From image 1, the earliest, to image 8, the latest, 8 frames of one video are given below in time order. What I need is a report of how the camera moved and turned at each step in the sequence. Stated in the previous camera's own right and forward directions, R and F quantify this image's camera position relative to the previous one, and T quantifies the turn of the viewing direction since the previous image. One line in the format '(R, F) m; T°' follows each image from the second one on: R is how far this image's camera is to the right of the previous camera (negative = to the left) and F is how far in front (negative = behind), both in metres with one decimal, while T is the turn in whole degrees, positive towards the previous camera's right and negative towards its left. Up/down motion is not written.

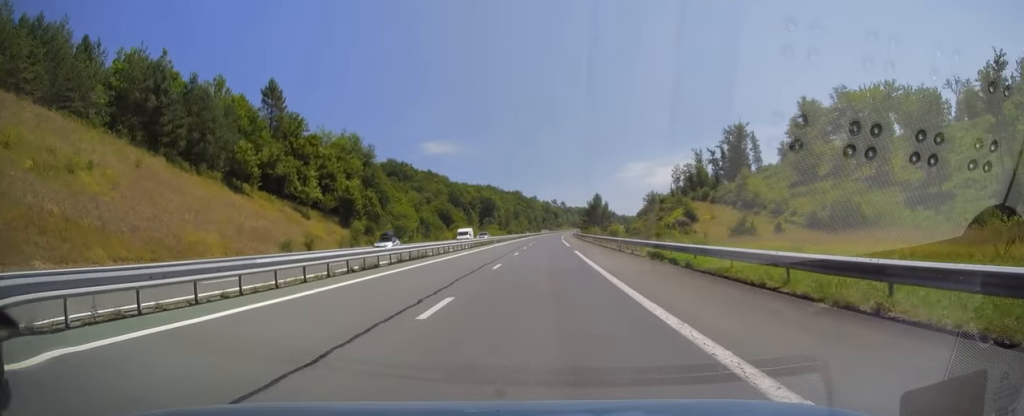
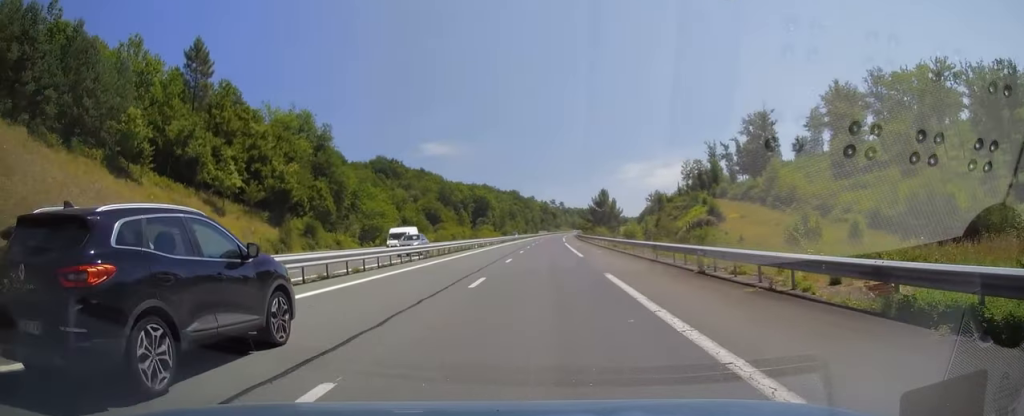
(-0.1, +20.1) m; +1°
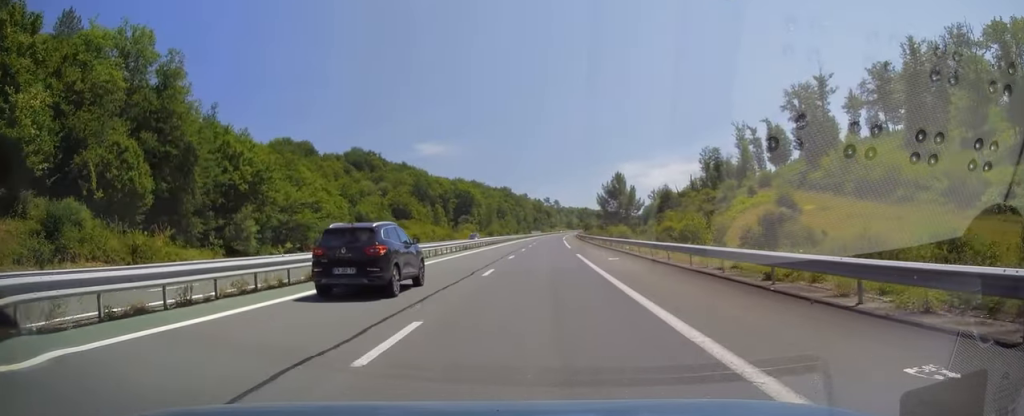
(+0.6, +34.8) m; +1°
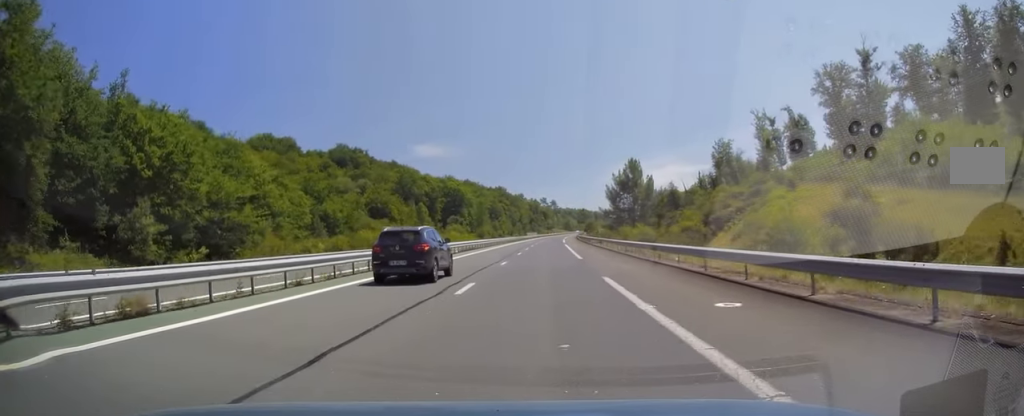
(0.0, +18.1) m; -1°
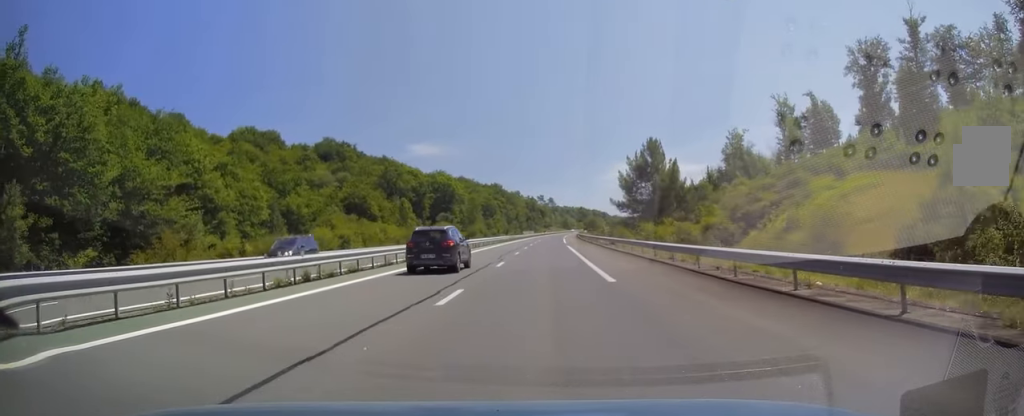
(-0.1, +15.2) m; 0°
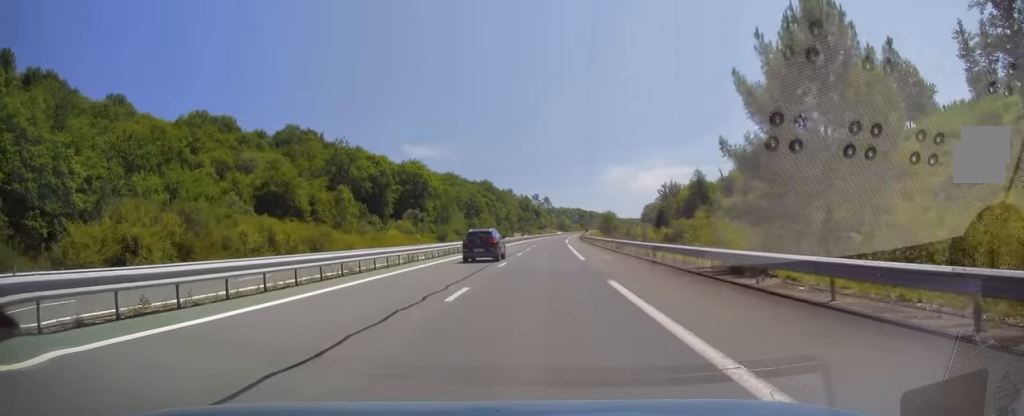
(+0.4, +37.8) m; +1°
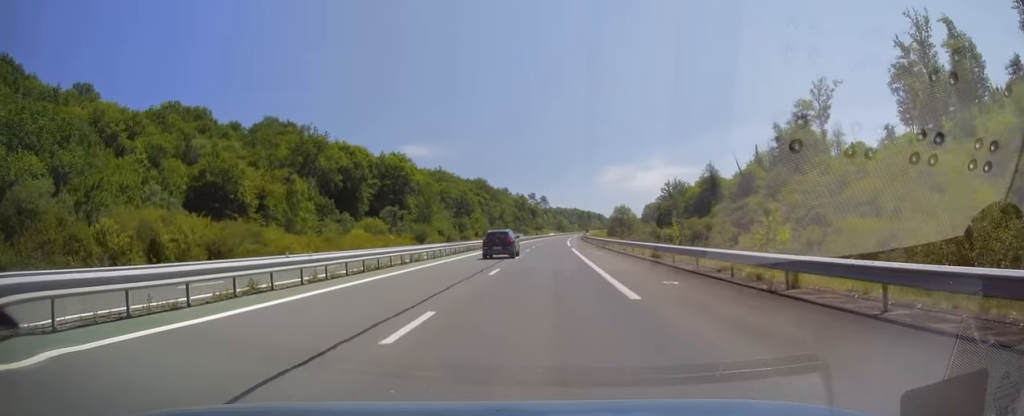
(+0.2, +17.7) m; 0°
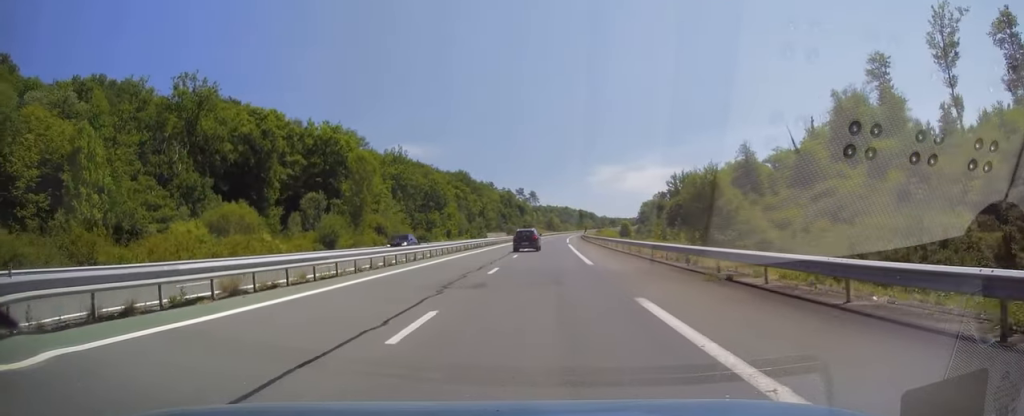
(-0.1, +38.8) m; 0°
